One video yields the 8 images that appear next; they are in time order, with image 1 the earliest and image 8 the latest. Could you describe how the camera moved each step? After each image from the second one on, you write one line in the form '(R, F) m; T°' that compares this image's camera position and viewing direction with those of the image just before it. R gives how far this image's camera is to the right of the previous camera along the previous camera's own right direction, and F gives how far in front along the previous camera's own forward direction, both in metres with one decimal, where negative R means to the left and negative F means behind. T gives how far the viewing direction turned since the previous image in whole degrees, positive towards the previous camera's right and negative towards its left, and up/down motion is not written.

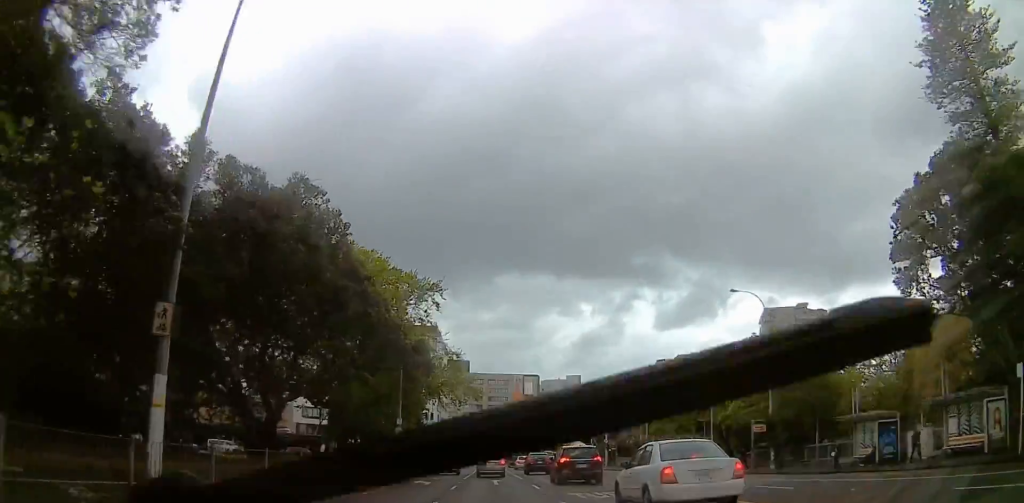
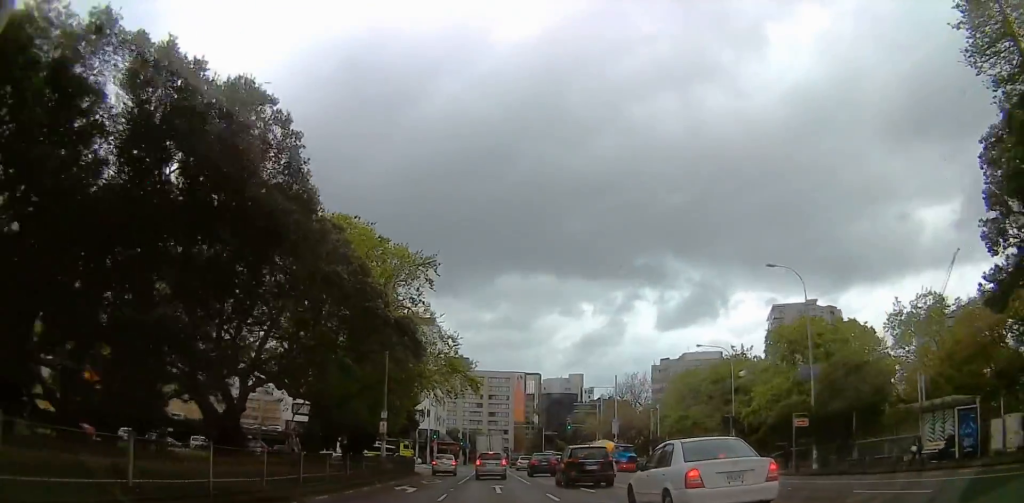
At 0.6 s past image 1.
(0.0, +6.5) m; 0°
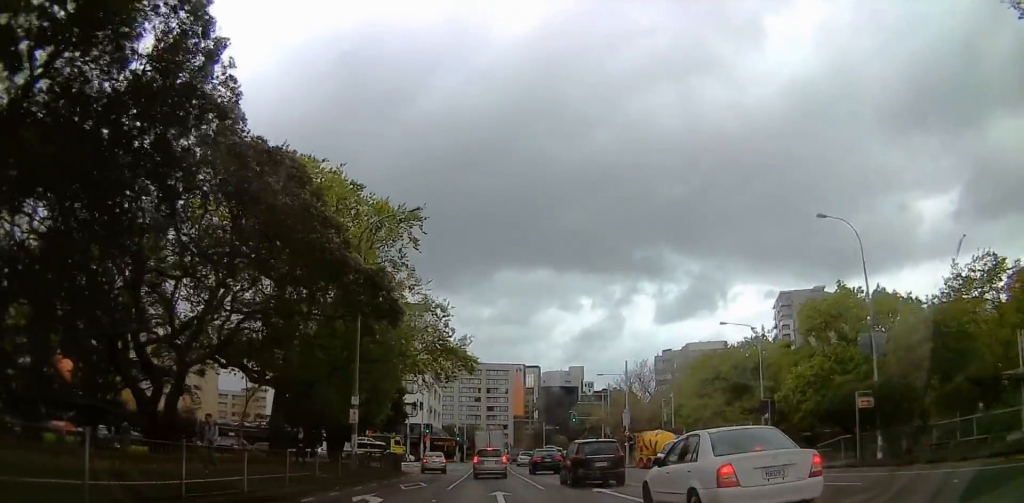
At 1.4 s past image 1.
(0.0, +7.9) m; -1°
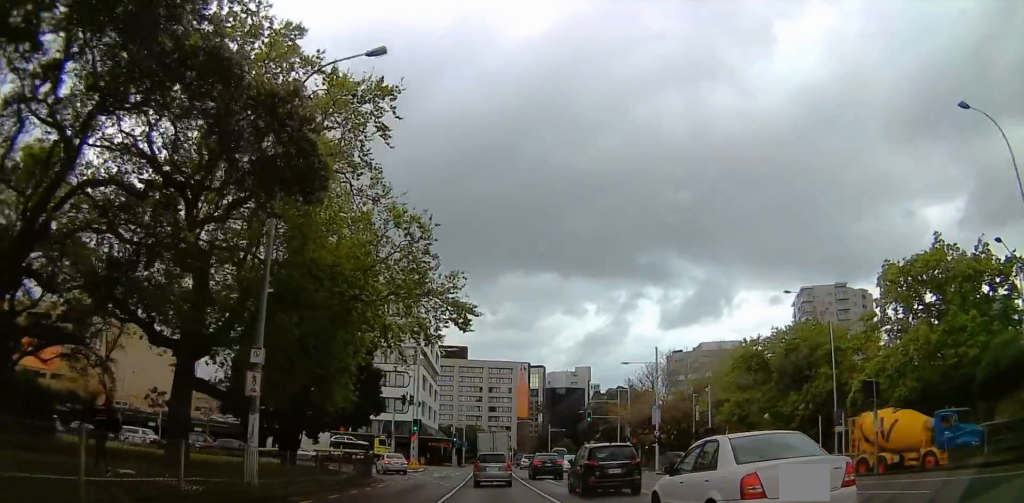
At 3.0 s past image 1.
(-0.3, +13.5) m; -1°
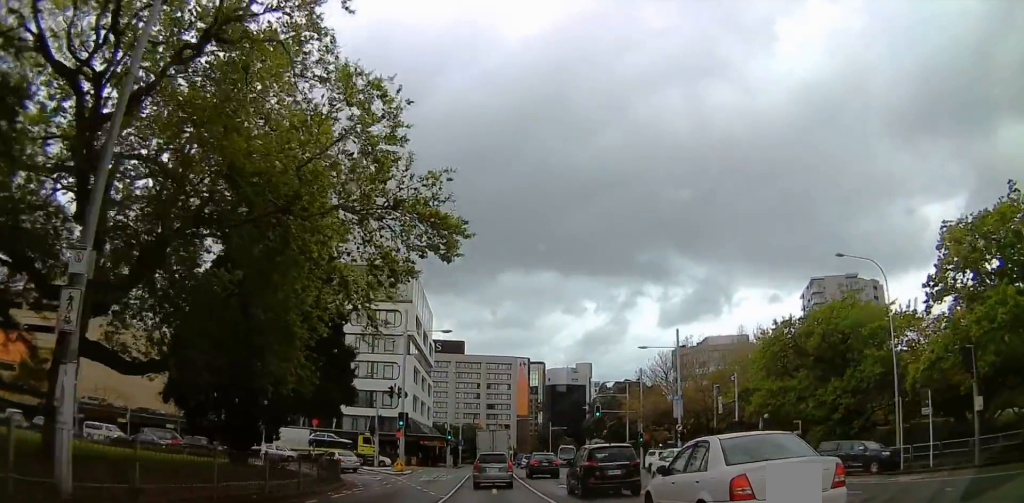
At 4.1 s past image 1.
(+0.1, +8.5) m; +1°
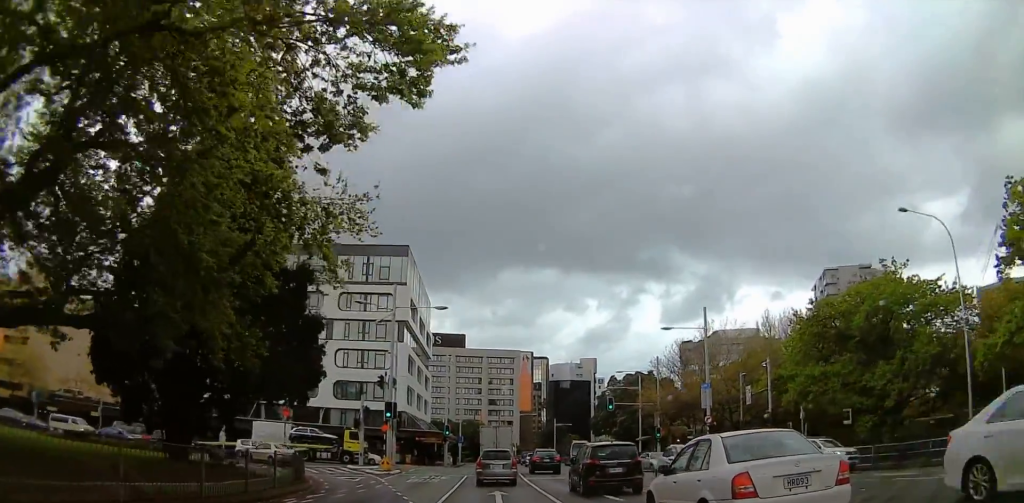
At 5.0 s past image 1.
(0.0, +7.1) m; -1°
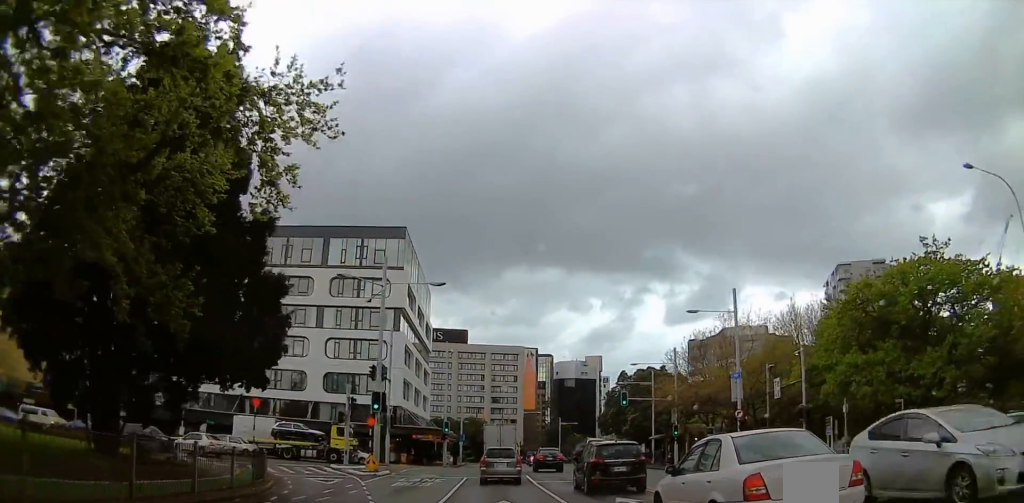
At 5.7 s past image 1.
(-0.1, +5.2) m; 0°
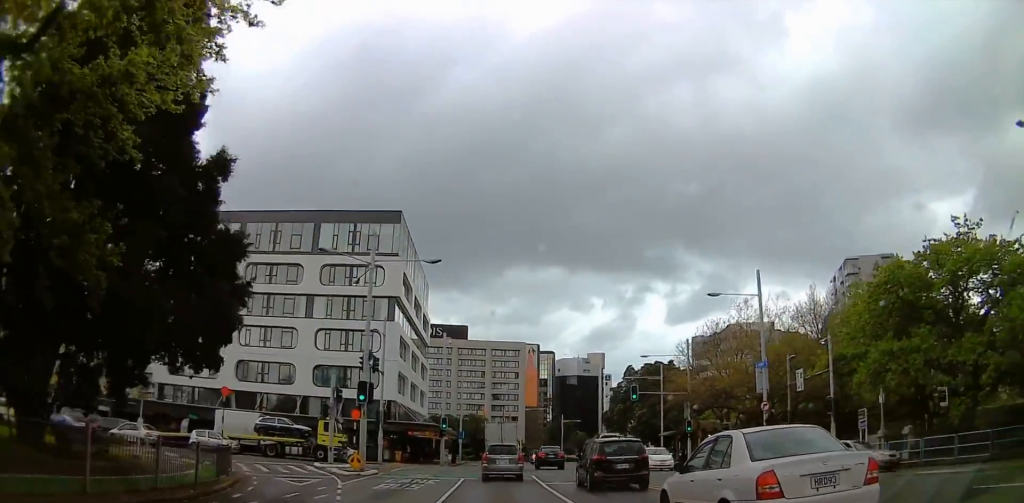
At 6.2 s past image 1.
(-0.1, +4.0) m; 0°
